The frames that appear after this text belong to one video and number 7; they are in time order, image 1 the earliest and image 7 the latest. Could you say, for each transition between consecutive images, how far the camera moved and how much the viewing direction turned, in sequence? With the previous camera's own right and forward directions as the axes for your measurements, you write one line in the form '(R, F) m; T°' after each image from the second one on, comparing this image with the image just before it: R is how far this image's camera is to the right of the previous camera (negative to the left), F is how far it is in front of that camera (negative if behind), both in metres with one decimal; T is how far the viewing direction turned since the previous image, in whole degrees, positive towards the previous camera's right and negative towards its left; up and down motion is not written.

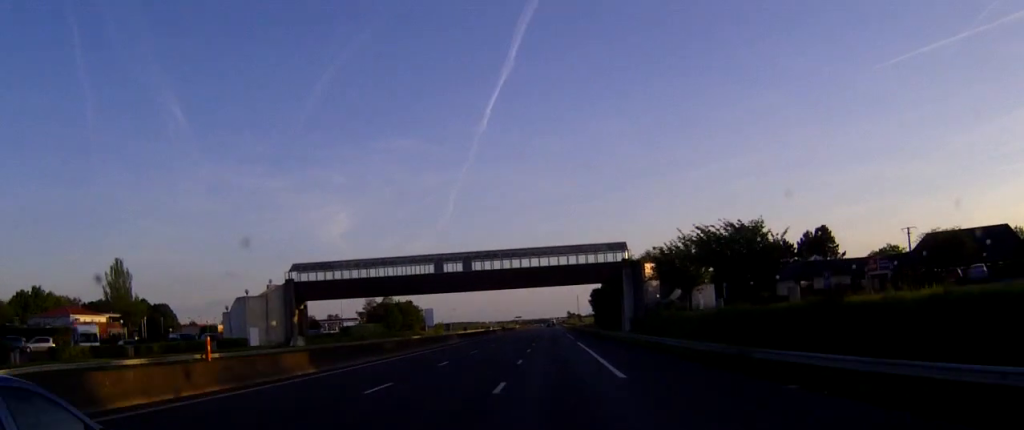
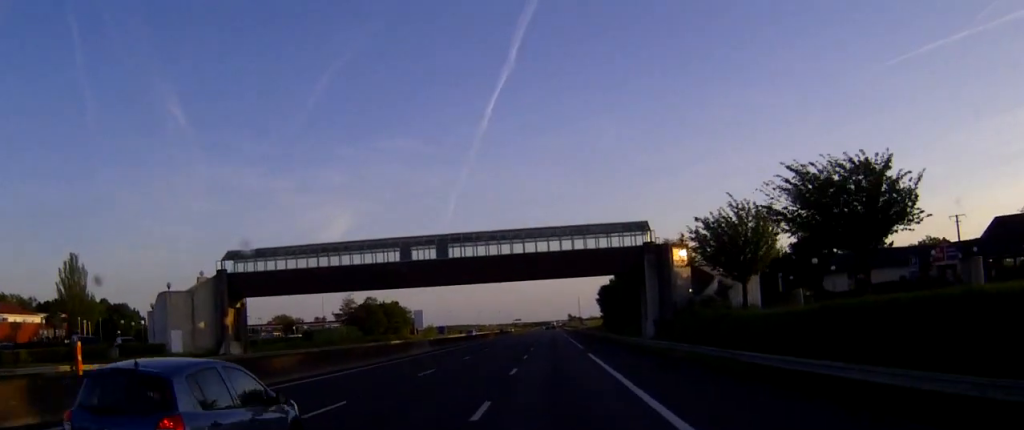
(0.0, +18.0) m; 0°
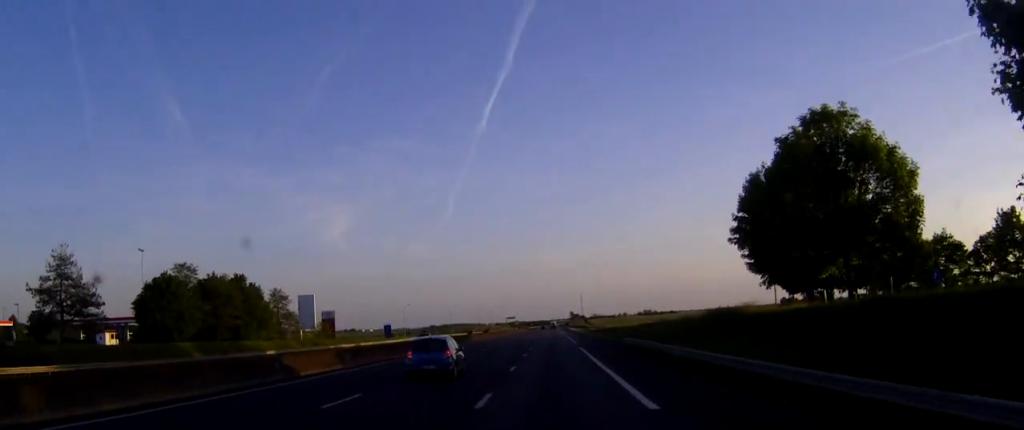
(-0.1, +90.7) m; 0°
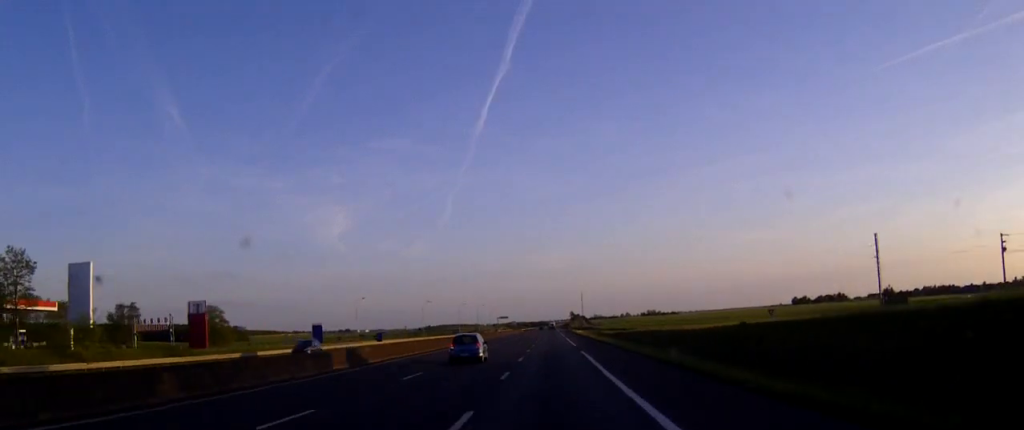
(0.0, +56.2) m; 0°
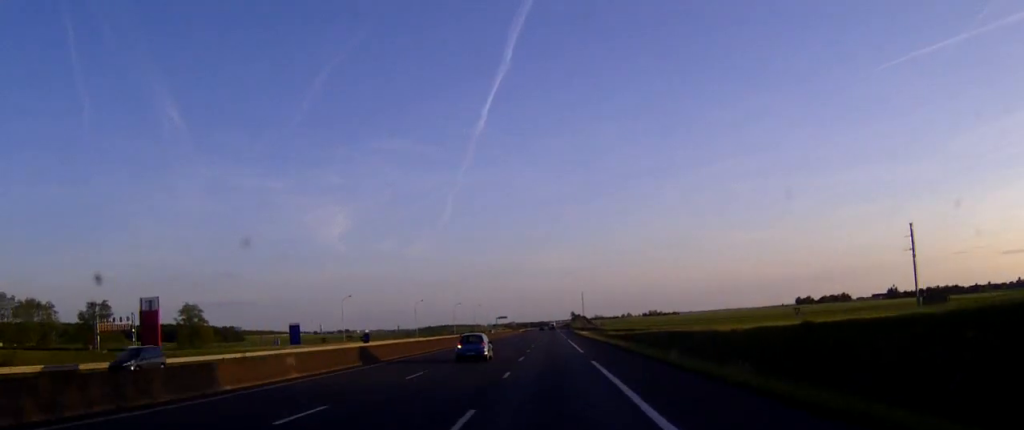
(0.0, +12.4) m; 0°
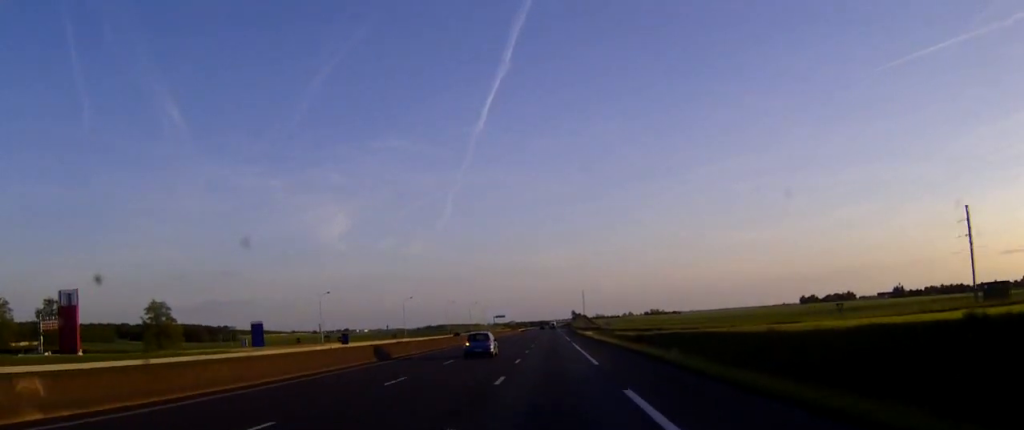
(0.0, +16.2) m; 0°
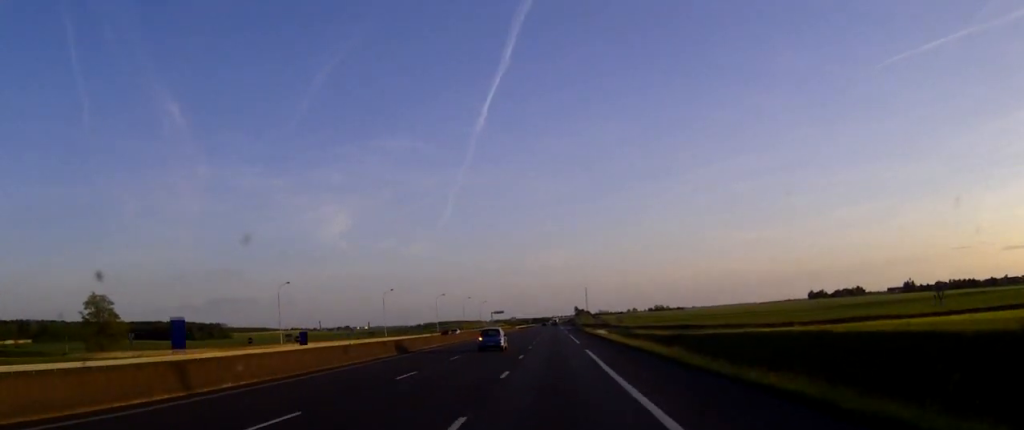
(0.0, +24.9) m; 0°
